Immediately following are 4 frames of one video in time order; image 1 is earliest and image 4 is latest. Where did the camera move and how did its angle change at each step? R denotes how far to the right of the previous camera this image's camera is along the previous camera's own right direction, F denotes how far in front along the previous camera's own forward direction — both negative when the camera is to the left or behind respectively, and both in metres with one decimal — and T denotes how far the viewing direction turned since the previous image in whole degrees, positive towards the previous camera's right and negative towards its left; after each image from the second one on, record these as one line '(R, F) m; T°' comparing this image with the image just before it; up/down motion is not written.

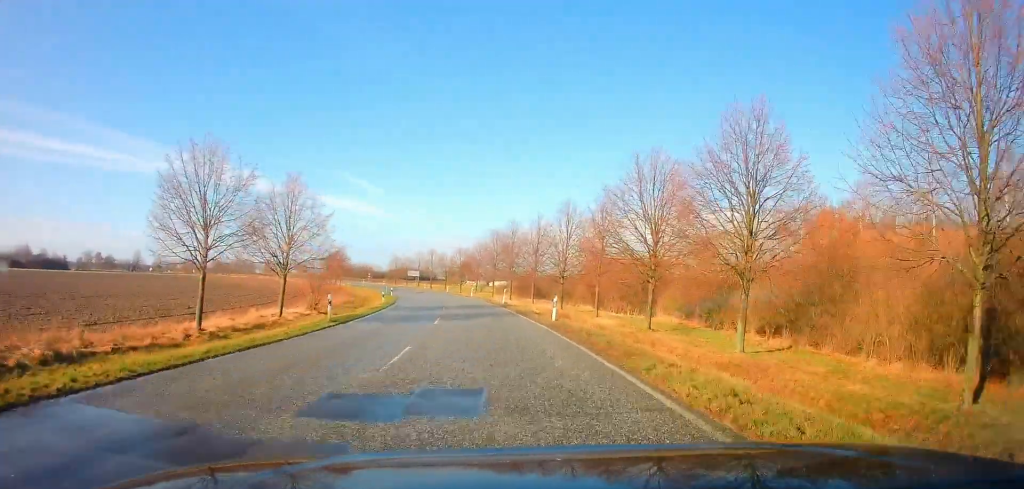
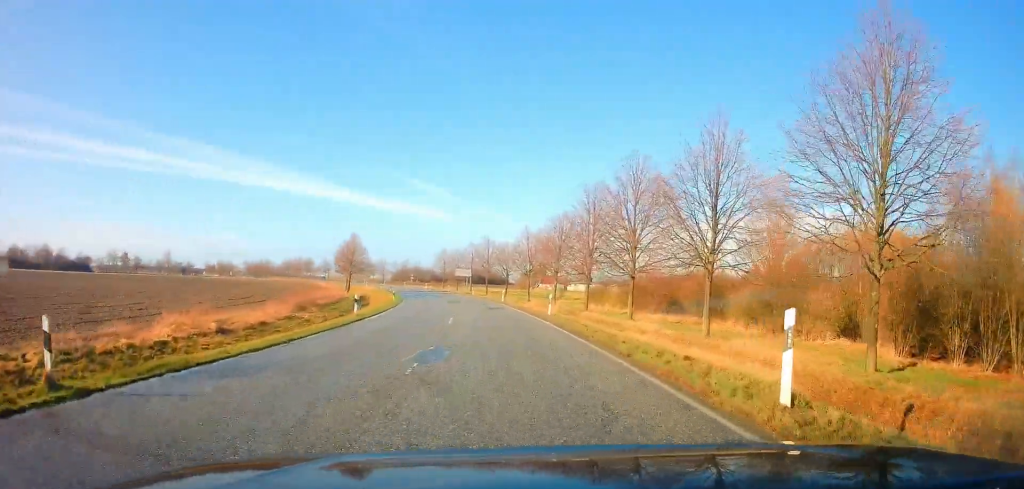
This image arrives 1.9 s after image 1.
(-2.7, +35.6) m; -8°
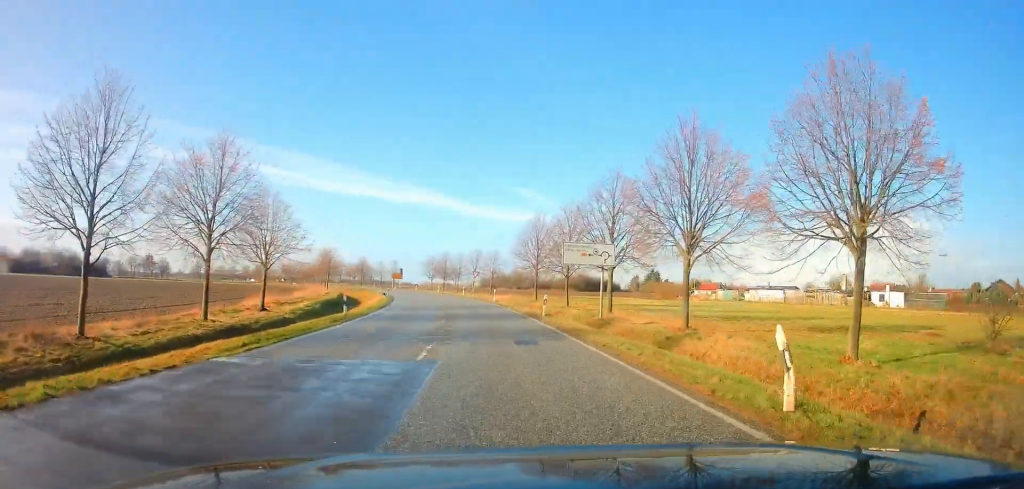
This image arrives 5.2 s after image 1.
(-4.7, +59.4) m; -11°
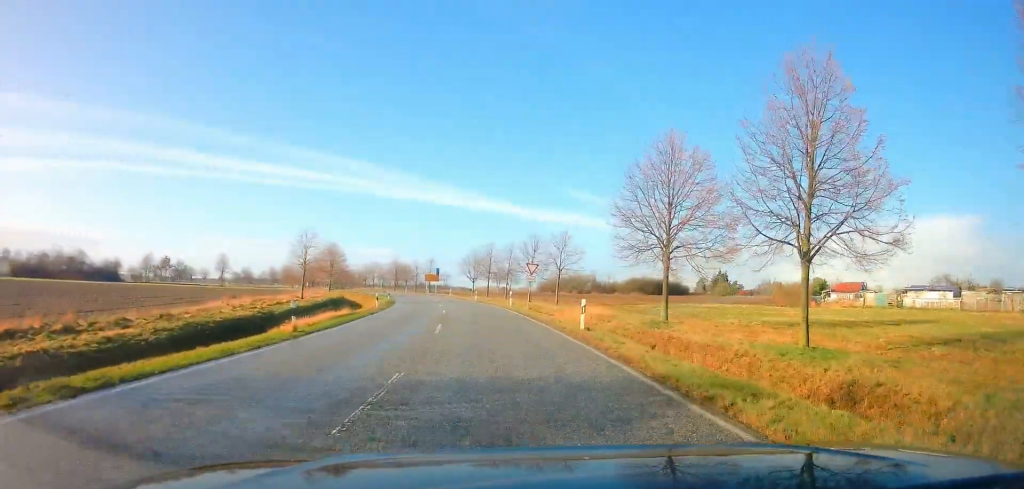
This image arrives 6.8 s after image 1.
(-1.4, +27.8) m; -4°
